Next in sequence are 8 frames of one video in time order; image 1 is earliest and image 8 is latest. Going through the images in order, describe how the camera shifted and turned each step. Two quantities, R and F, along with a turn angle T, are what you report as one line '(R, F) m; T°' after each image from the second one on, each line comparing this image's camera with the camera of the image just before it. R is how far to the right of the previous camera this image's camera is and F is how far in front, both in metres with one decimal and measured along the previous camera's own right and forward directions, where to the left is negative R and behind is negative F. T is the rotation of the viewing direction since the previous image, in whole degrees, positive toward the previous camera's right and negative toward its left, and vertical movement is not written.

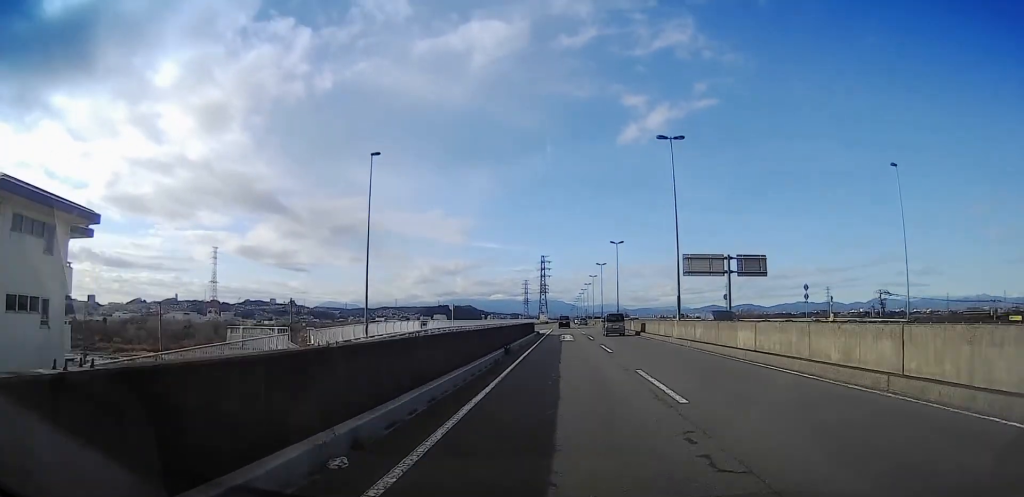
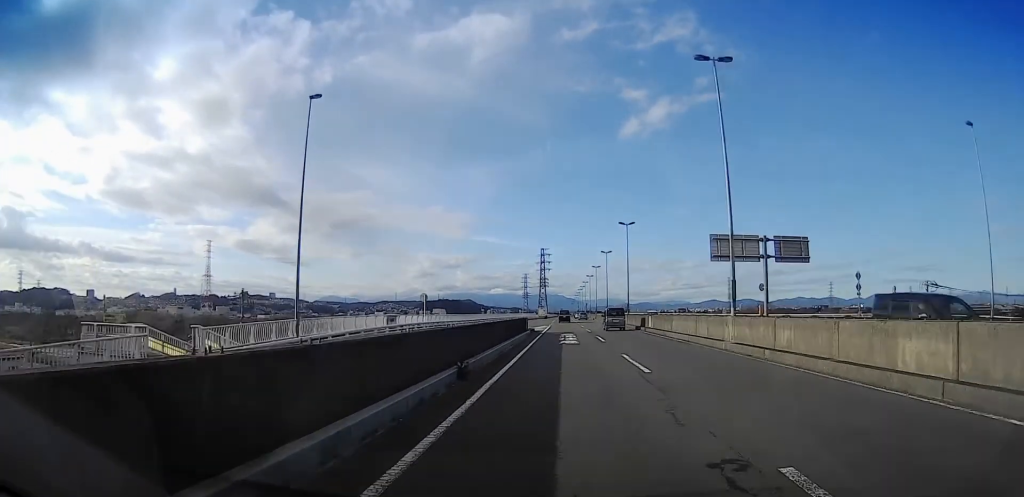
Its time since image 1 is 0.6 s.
(-0.1, +10.5) m; 0°
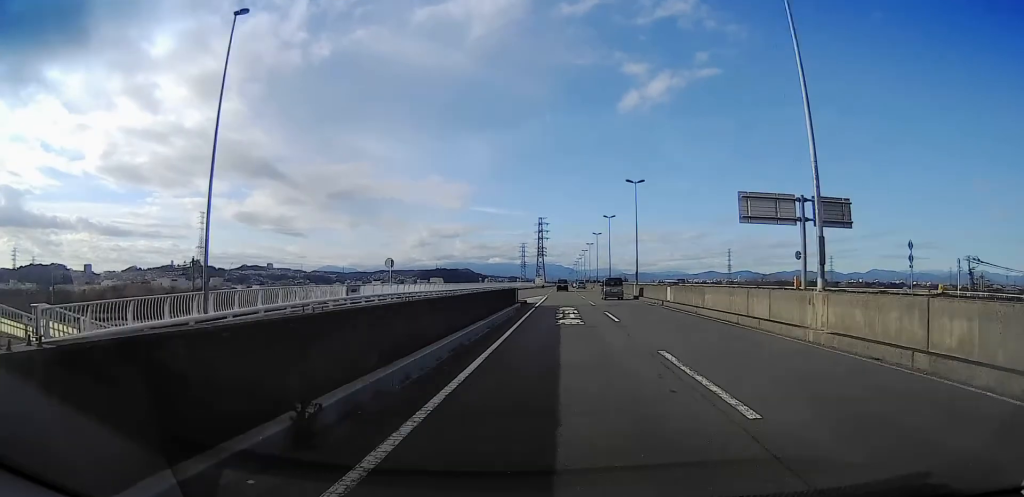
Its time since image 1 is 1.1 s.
(0.0, +8.2) m; 0°
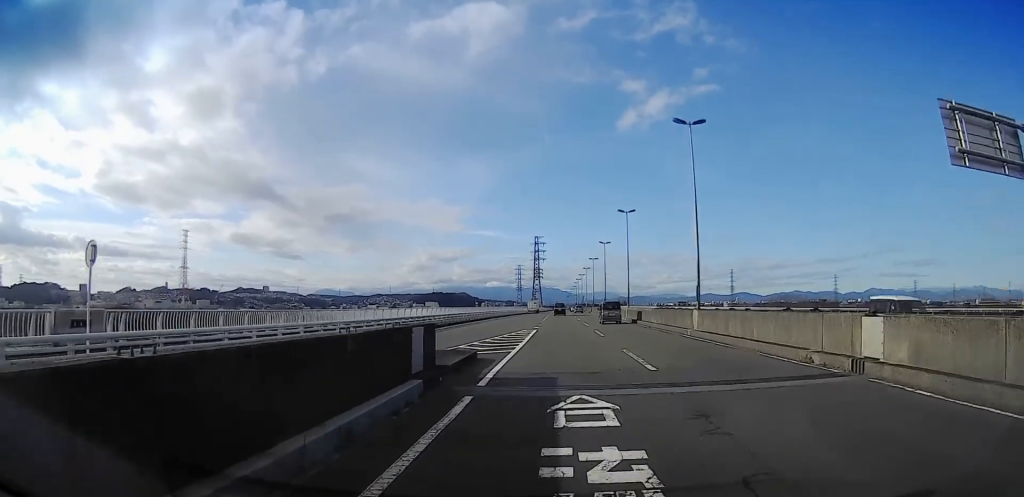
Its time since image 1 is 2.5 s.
(0.0, +24.4) m; 0°
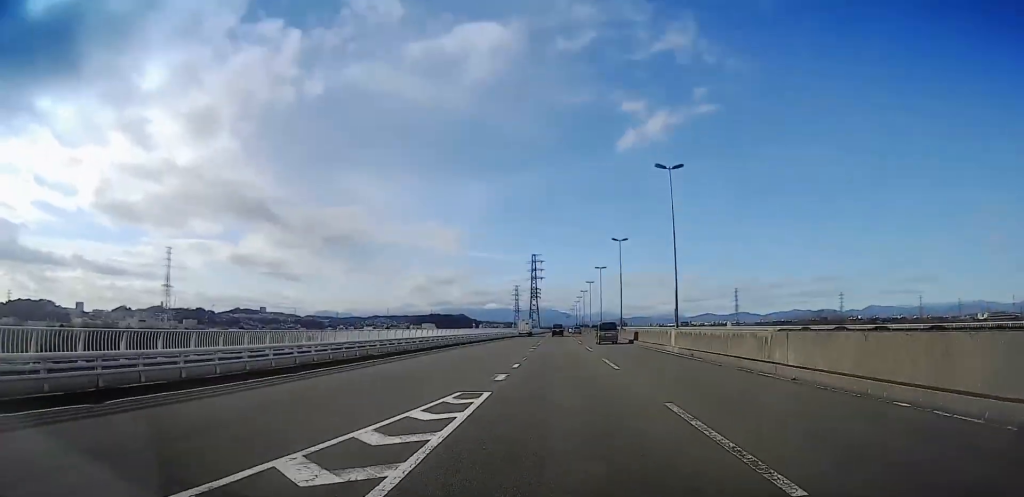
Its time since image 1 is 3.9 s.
(+0.2, +24.0) m; -1°
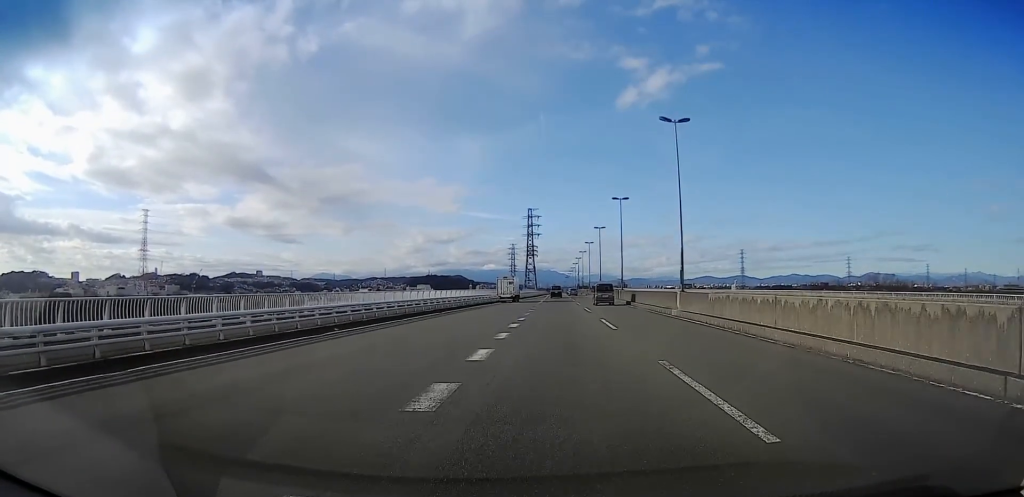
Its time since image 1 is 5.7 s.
(-0.3, +30.0) m; 0°
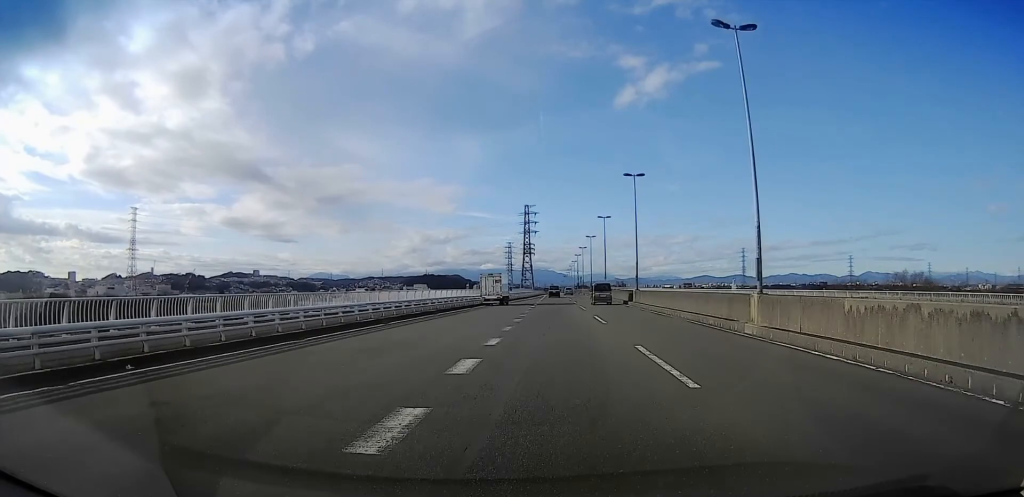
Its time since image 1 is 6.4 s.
(+0.1, +12.1) m; 0°
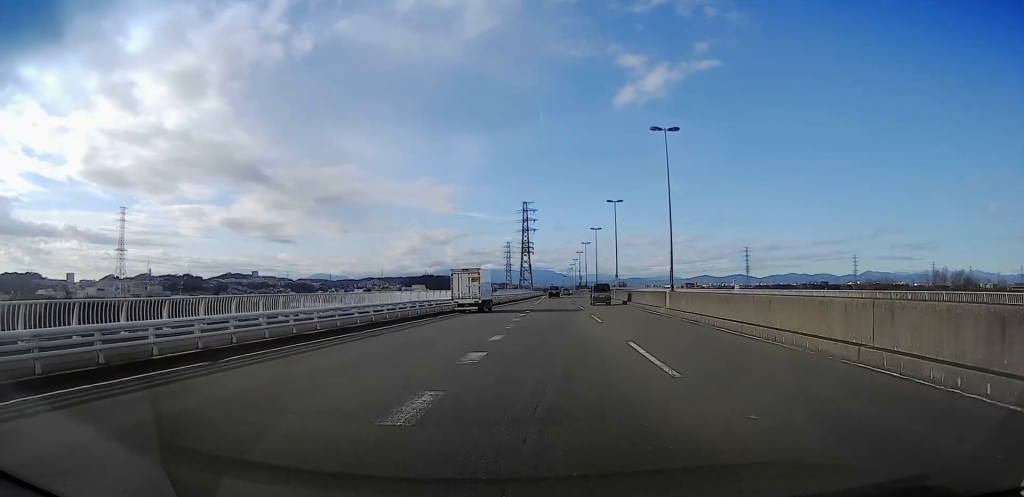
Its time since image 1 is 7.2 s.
(-0.4, +13.7) m; 0°
